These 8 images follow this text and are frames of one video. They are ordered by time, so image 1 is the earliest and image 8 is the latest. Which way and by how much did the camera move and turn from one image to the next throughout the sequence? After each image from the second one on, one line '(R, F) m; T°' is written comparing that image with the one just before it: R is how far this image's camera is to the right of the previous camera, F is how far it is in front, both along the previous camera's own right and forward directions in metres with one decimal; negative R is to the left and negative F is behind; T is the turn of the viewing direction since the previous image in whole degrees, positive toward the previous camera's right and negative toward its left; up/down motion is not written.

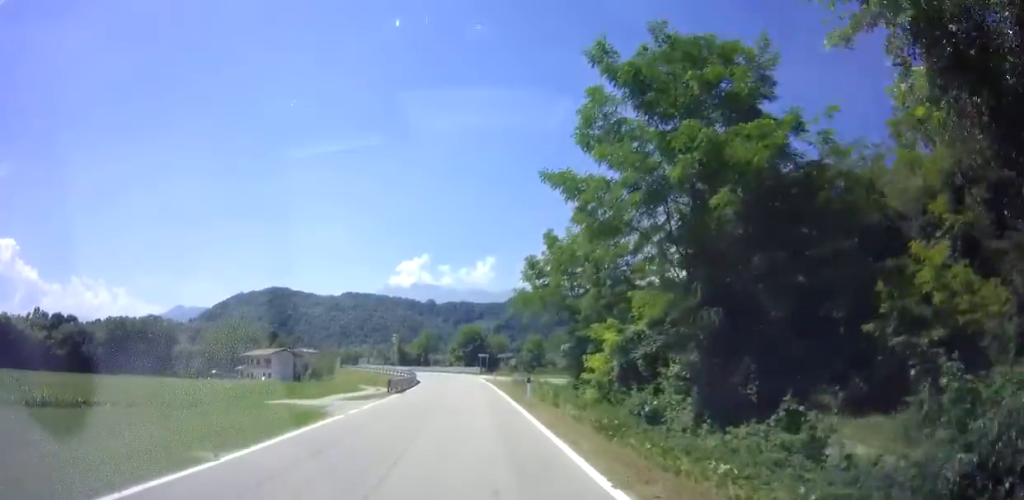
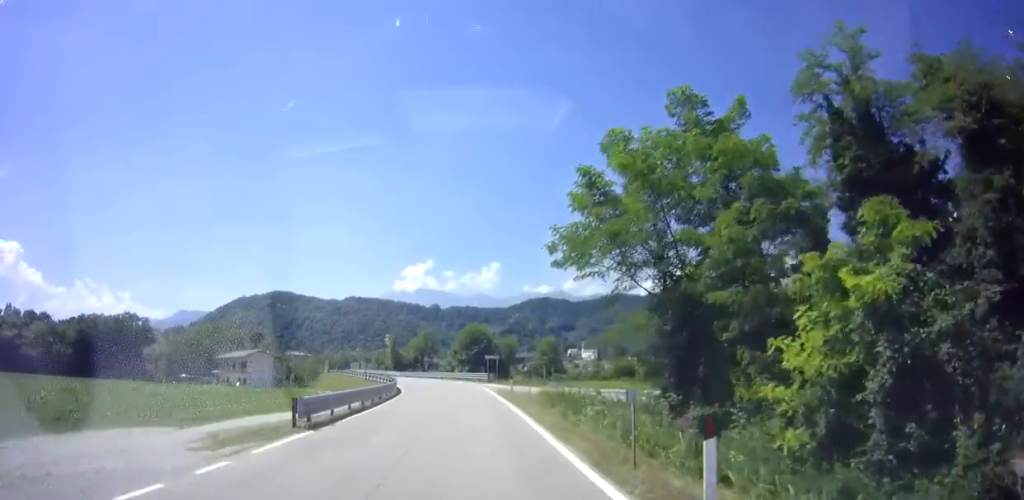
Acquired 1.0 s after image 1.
(-0.2, +15.8) m; -1°
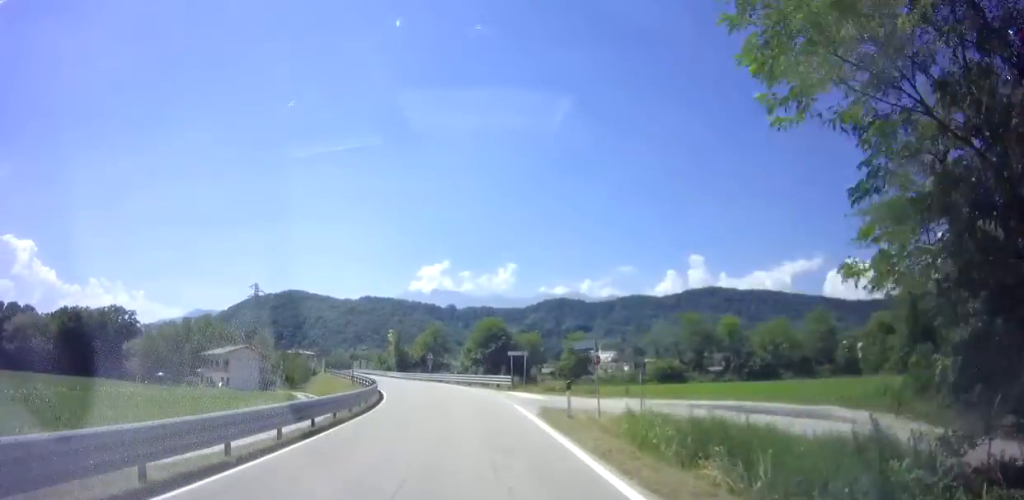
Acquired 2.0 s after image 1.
(0.0, +14.2) m; -1°
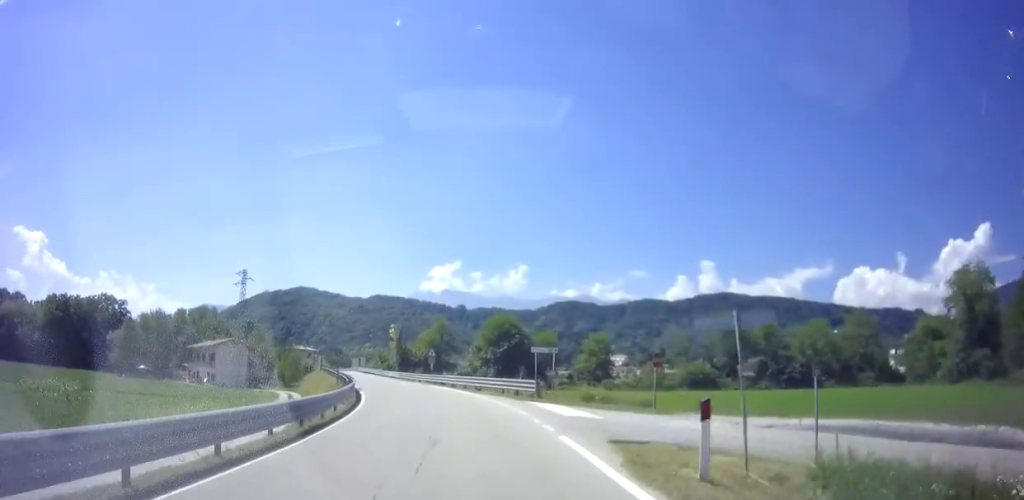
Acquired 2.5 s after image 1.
(0.0, +8.6) m; -1°
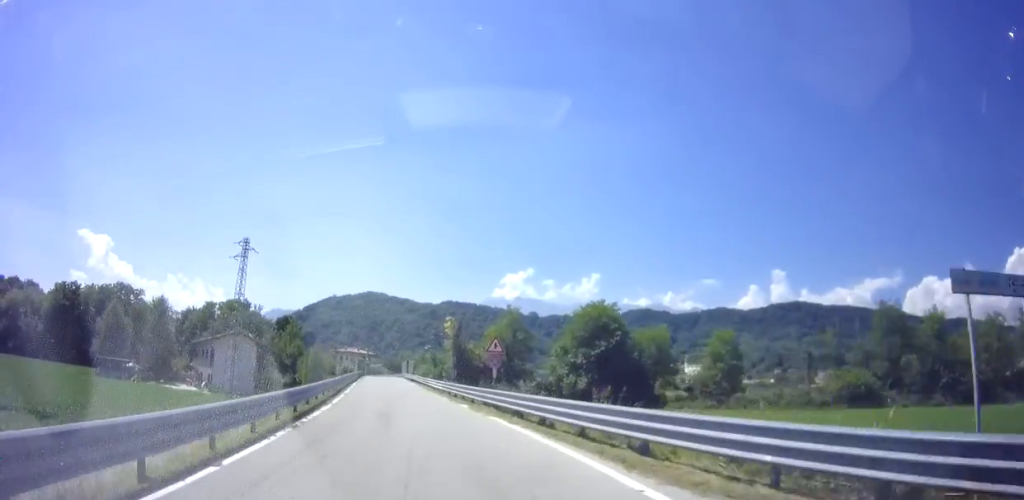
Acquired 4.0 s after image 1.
(-0.9, +21.2) m; -6°
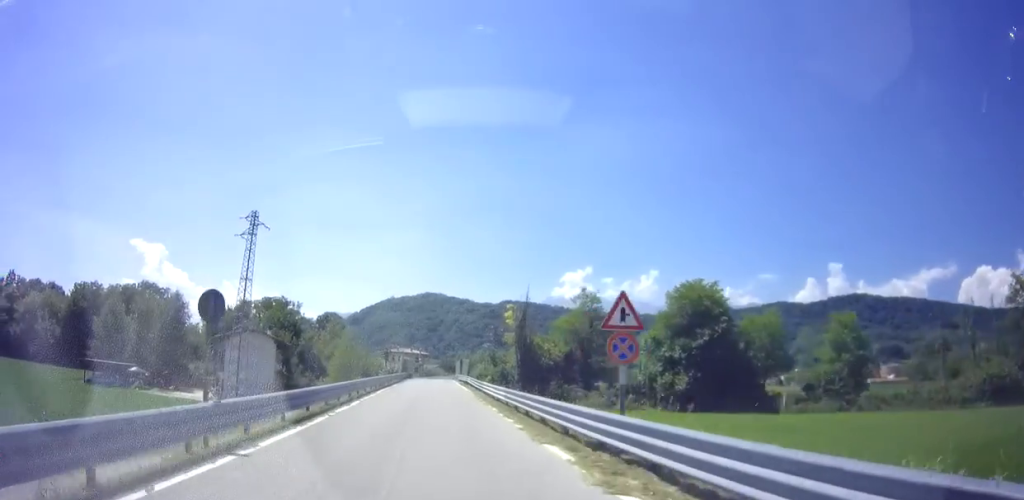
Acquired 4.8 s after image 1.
(-0.4, +12.0) m; -4°
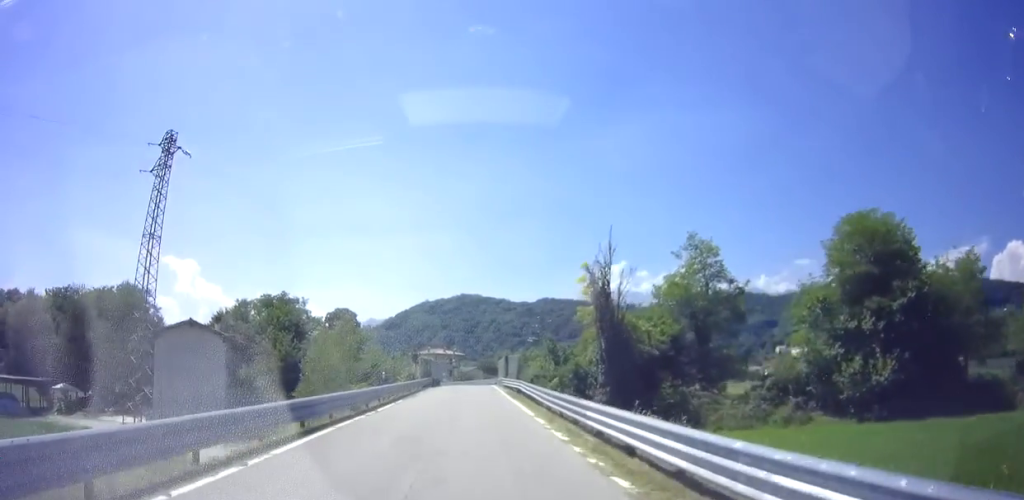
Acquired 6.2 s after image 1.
(-1.2, +19.9) m; -5°
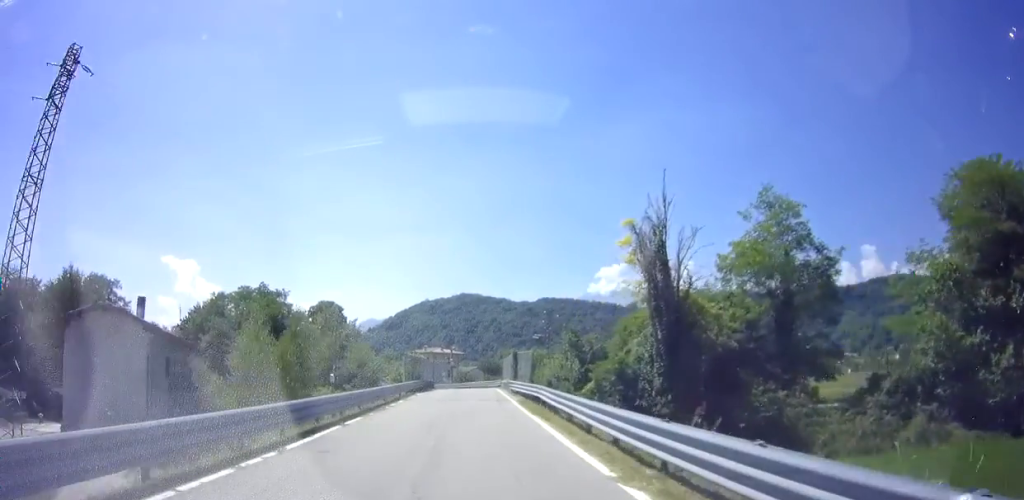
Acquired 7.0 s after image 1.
(0.0, +9.6) m; -1°
